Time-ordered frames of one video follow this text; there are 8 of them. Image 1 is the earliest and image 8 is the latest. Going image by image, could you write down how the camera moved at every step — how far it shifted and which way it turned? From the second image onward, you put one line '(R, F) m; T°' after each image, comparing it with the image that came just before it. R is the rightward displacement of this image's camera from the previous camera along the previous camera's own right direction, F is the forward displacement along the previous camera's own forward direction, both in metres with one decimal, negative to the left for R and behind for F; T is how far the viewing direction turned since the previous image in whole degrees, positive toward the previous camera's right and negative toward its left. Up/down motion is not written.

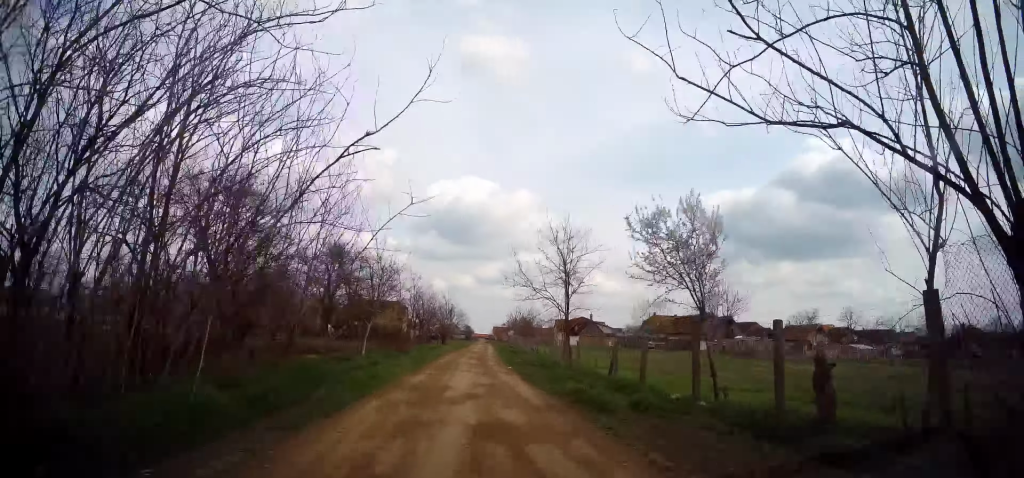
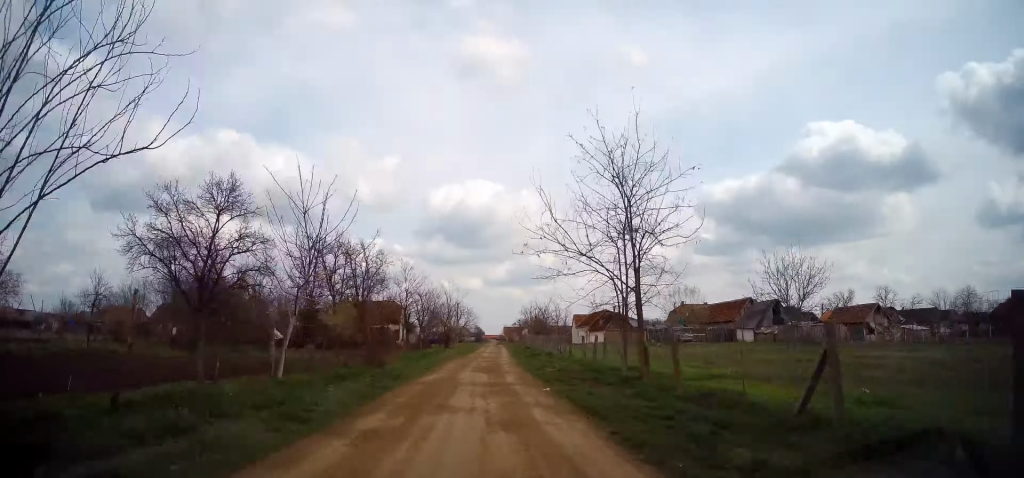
(-0.4, +10.5) m; -4°
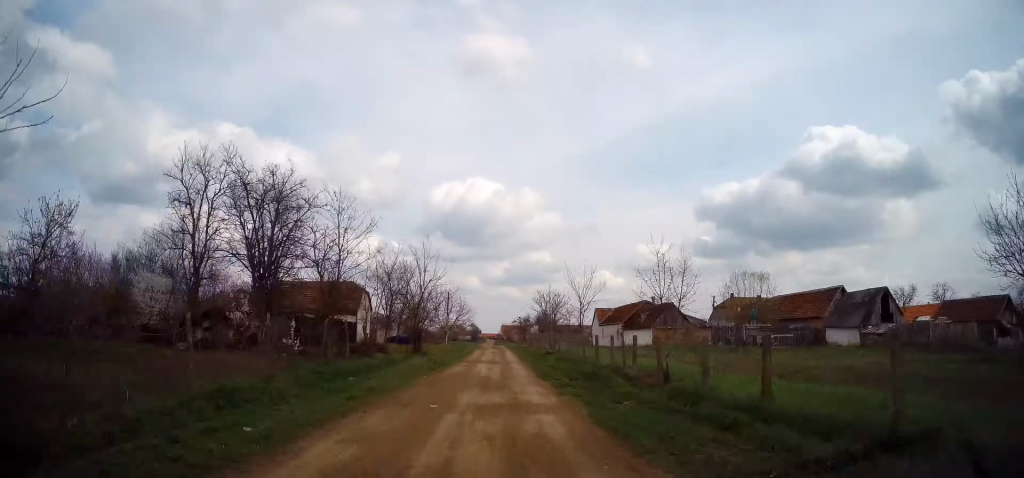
(-1.1, +20.2) m; -2°
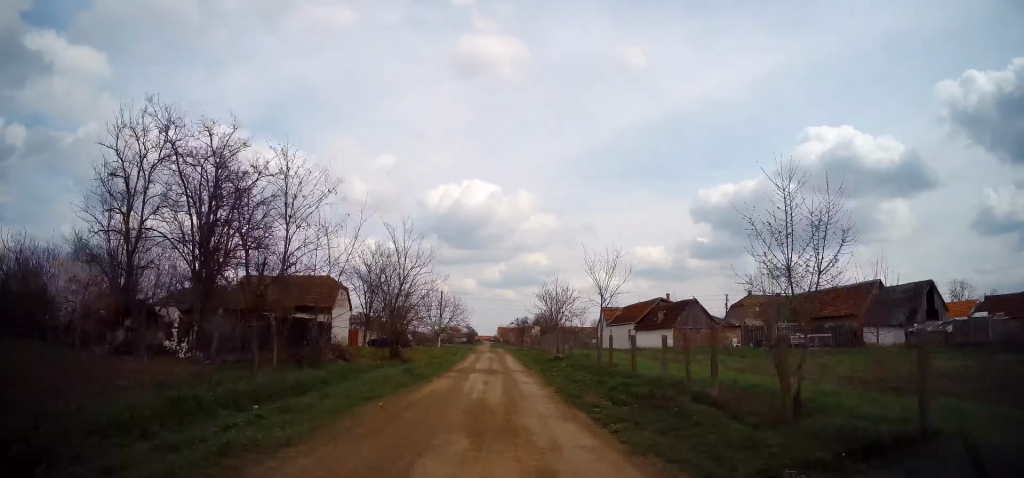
(+0.3, +6.3) m; +4°
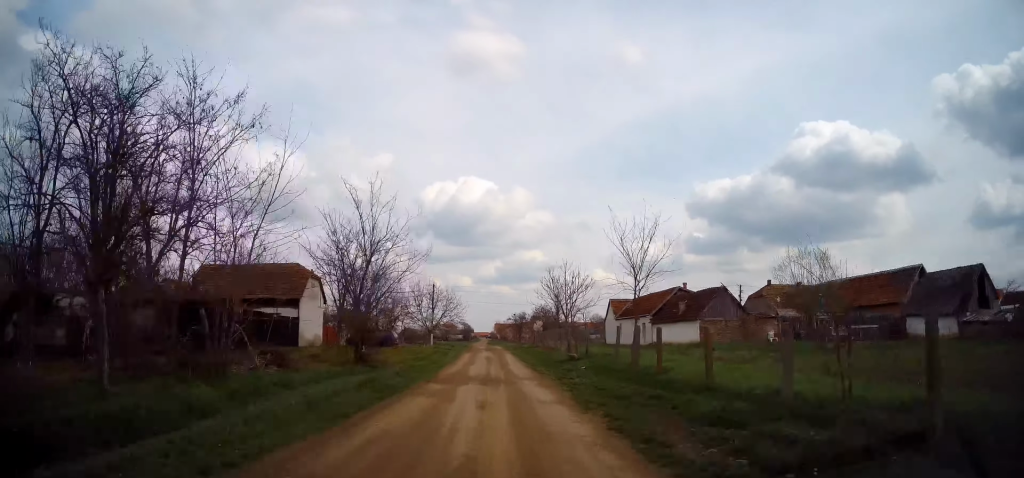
(+0.3, +6.1) m; +1°
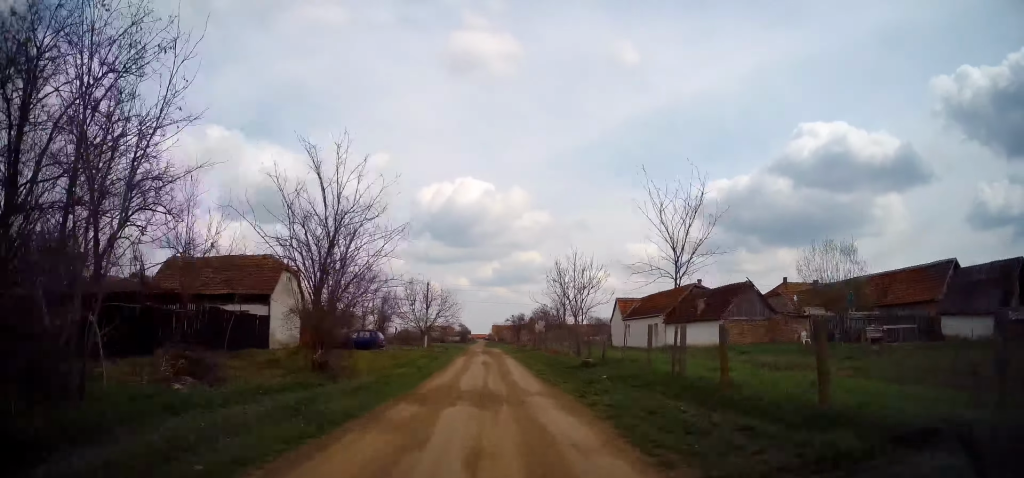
(+0.2, +4.2) m; 0°
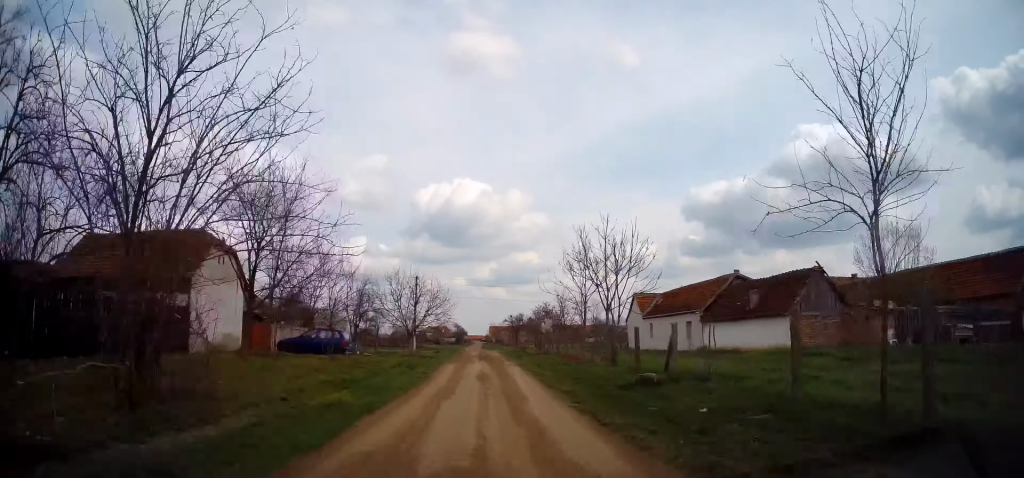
(-0.3, +8.0) m; 0°
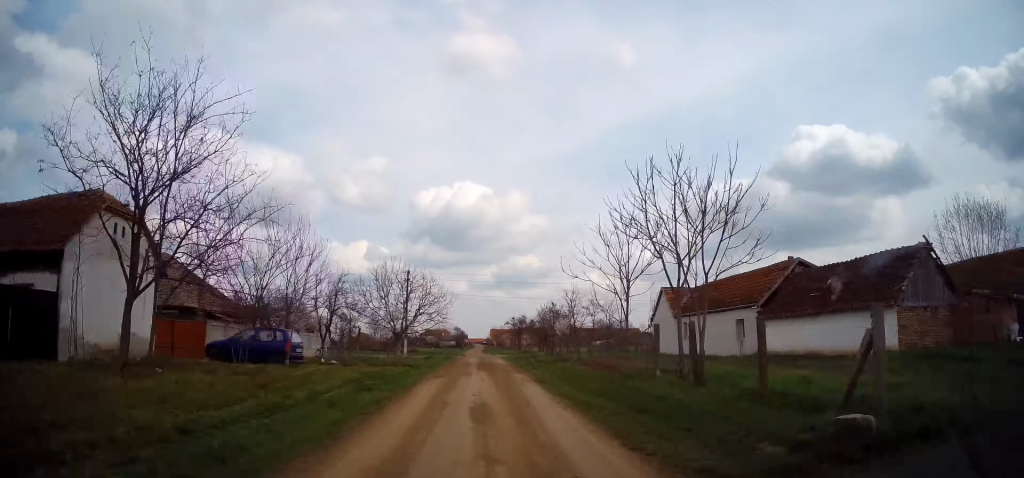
(+0.2, +7.6) m; 0°
